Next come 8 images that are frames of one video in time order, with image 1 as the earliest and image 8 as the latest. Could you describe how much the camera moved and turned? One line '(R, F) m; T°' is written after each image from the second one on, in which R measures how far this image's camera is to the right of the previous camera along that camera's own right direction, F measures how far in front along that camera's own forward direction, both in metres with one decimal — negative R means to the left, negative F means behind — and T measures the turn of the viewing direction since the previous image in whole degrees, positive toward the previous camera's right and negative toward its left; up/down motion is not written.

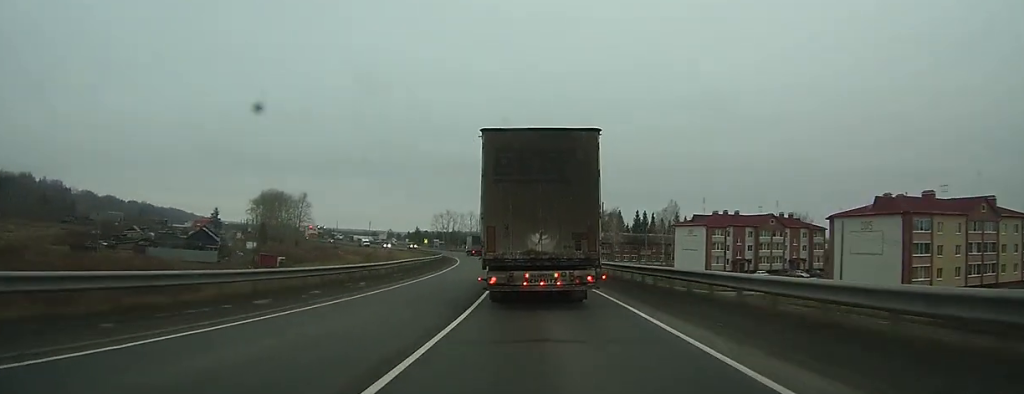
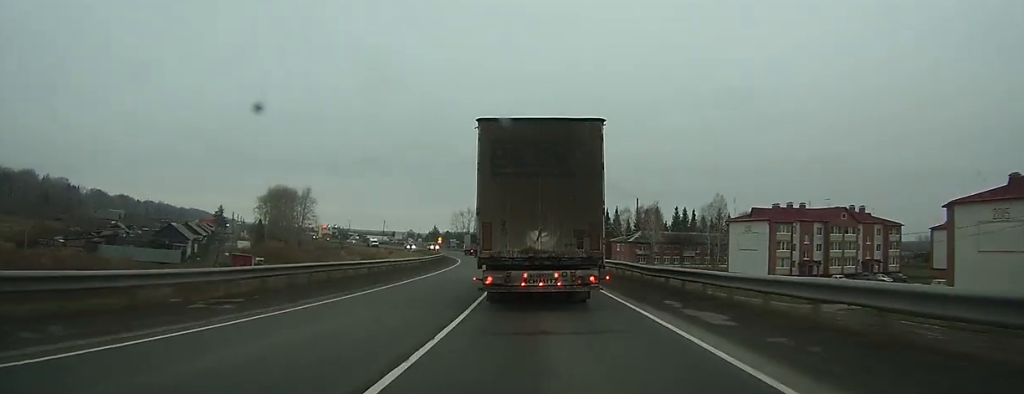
(-0.6, +19.7) m; -3°
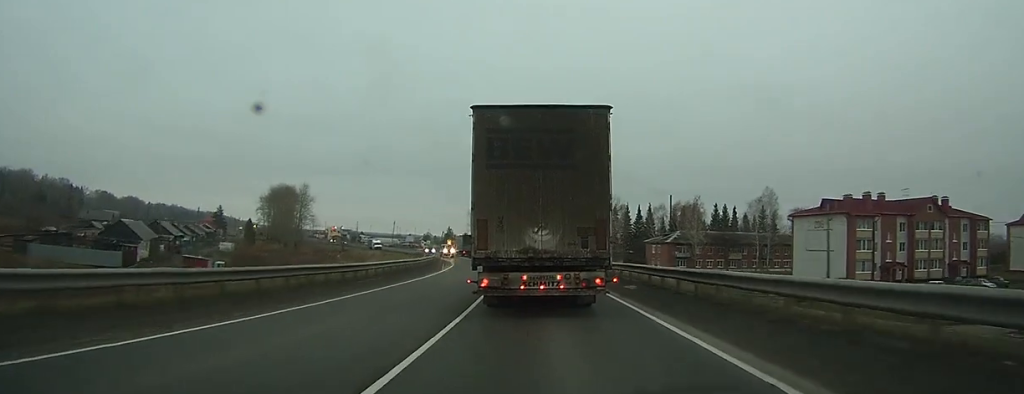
(-0.5, +20.1) m; -3°
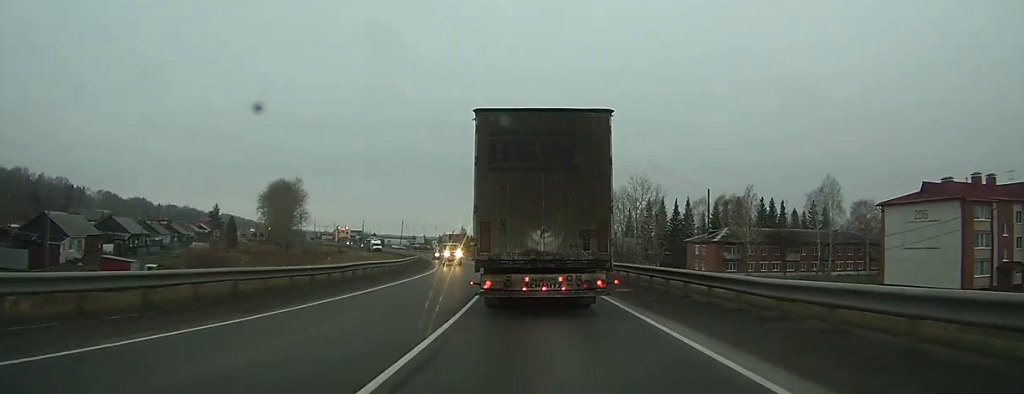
(-0.4, +22.4) m; -3°
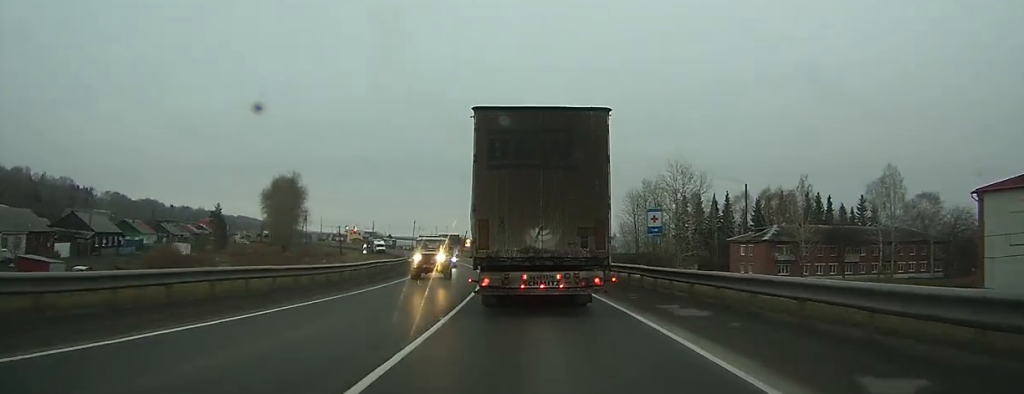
(-0.3, +16.5) m; -2°
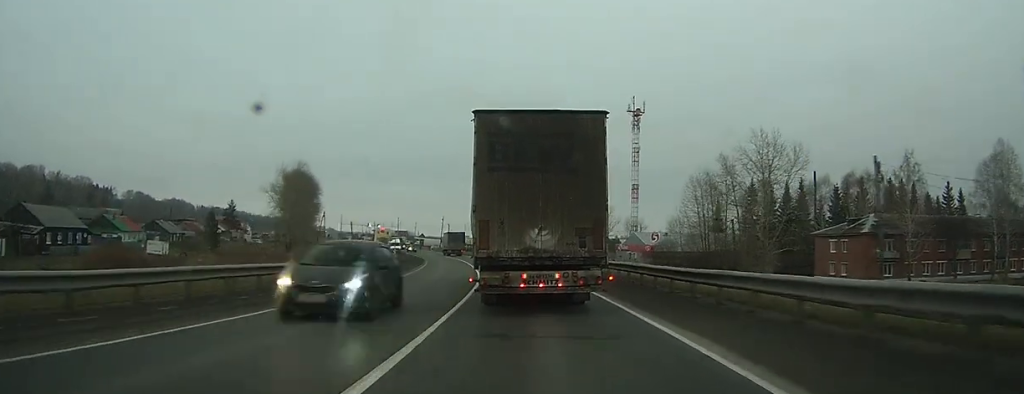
(-0.6, +20.9) m; -3°
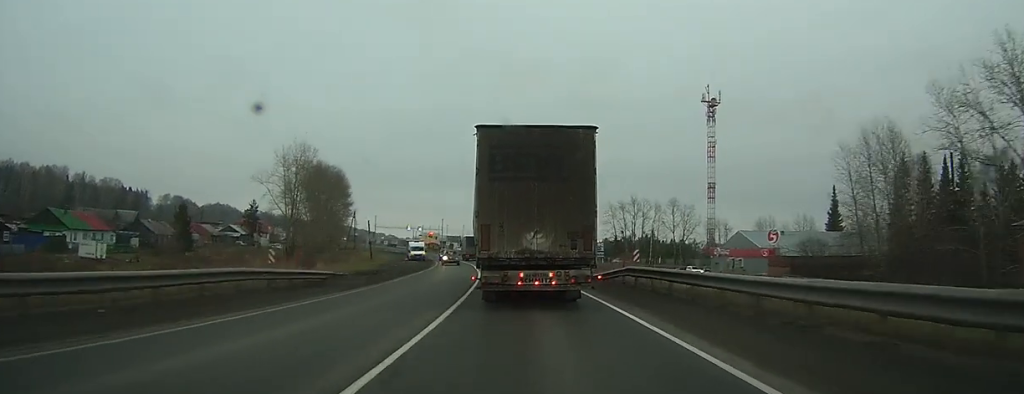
(-1.5, +31.7) m; -5°
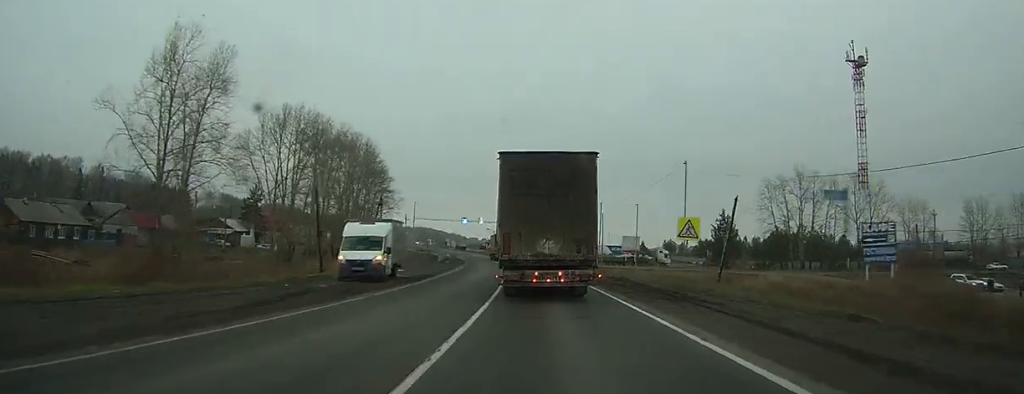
(-4.4, +56.5) m; -8°
